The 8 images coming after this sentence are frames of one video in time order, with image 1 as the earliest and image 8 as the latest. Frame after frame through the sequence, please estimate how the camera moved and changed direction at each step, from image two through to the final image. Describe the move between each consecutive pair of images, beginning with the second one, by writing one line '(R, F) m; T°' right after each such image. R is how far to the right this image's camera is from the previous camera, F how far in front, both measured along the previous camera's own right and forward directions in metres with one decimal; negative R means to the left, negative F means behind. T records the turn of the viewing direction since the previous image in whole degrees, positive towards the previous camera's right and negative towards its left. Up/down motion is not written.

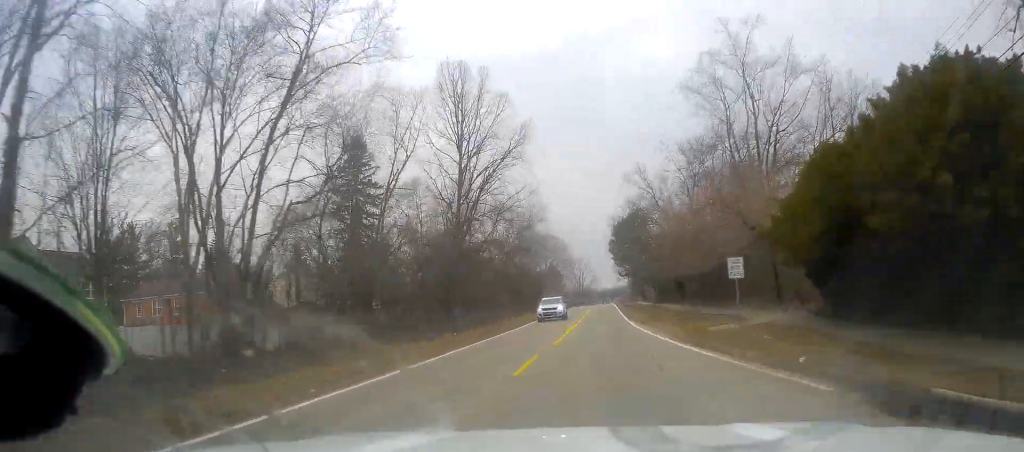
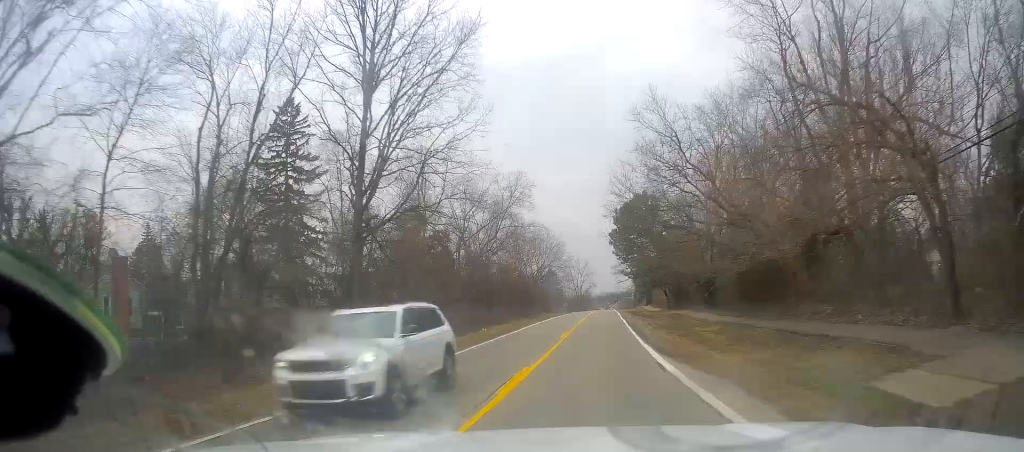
(+0.6, +17.9) m; 0°
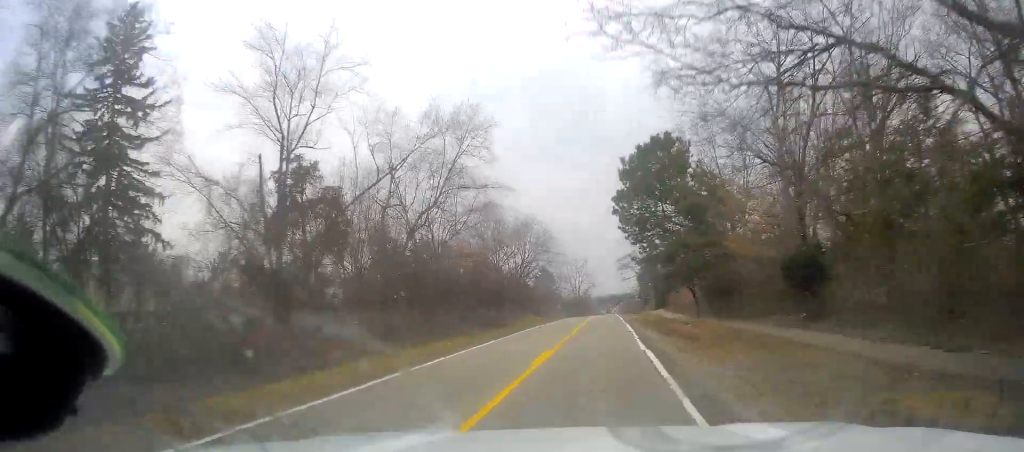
(-0.4, +25.0) m; -1°
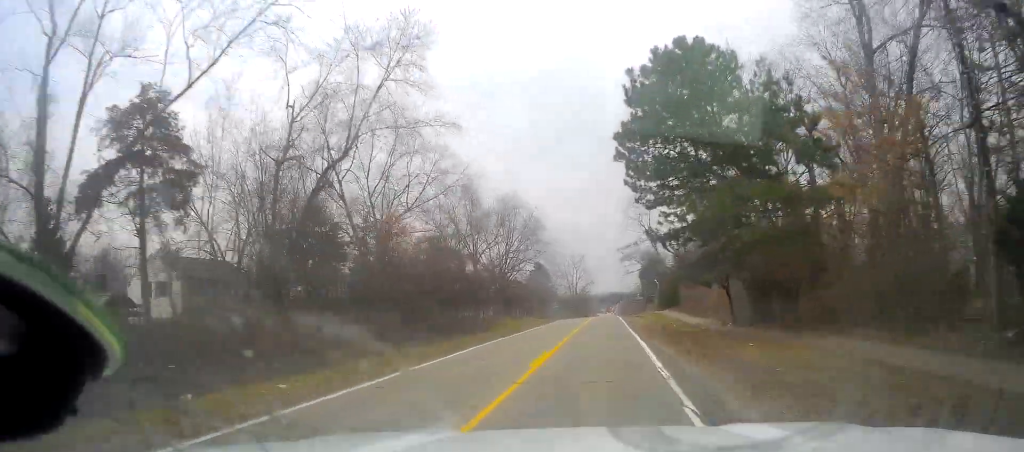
(-0.1, +16.0) m; 0°
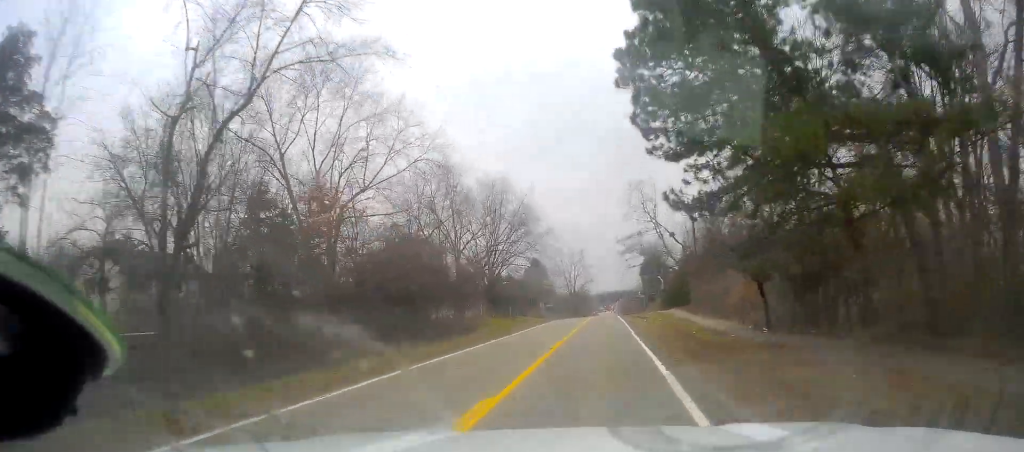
(+0.2, +9.1) m; 0°
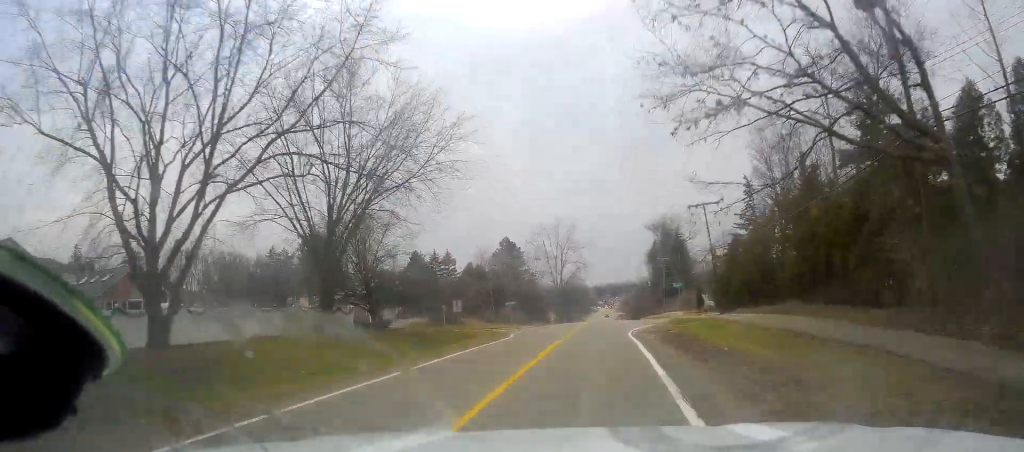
(+0.1, +48.7) m; 0°
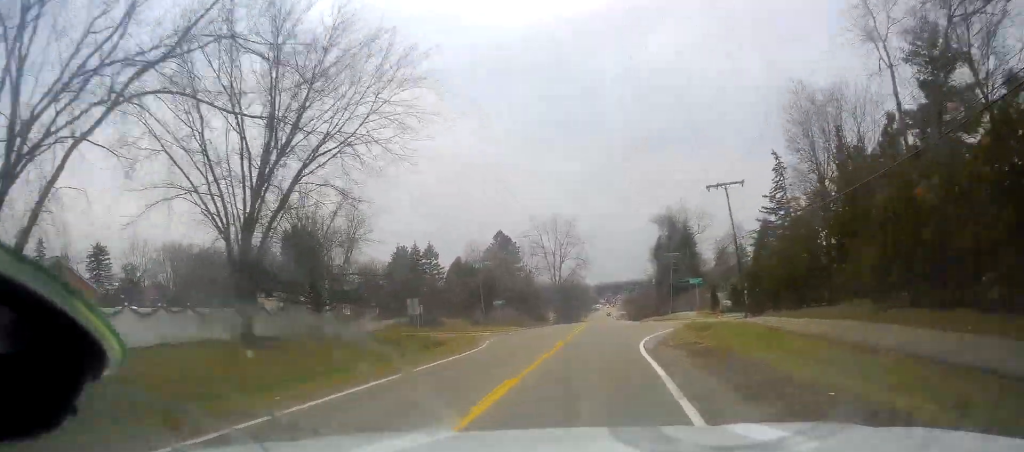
(-0.2, +9.2) m; 0°
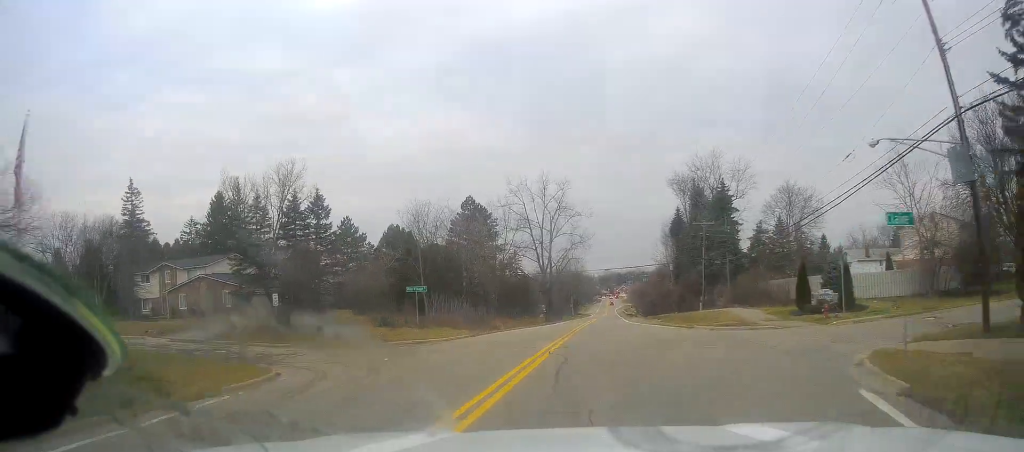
(-0.4, +29.9) m; 0°
